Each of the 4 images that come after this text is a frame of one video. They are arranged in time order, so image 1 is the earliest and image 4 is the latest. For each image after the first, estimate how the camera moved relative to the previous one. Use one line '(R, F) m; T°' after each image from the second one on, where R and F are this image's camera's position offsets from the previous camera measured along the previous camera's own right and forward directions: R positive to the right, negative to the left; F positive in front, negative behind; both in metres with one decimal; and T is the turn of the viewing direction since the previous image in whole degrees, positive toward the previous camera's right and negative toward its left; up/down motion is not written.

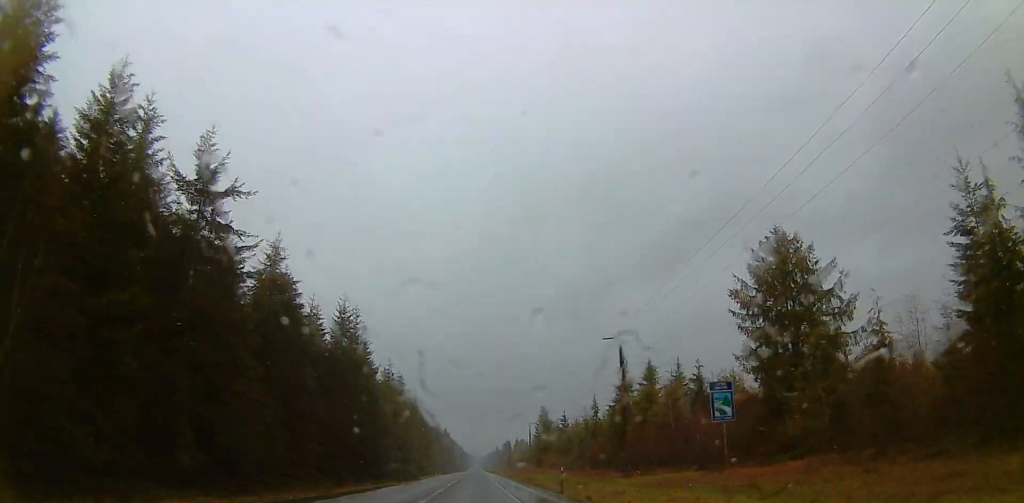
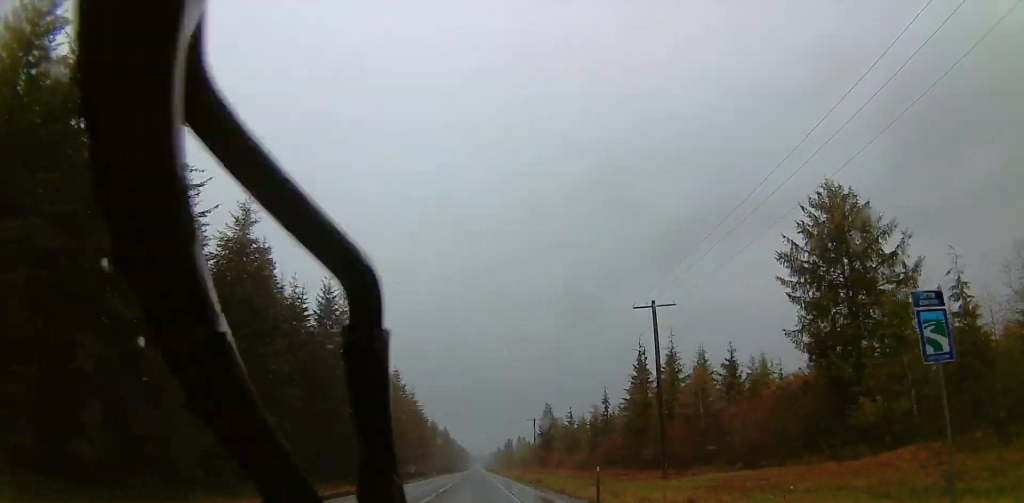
(0.0, +10.5) m; +1°
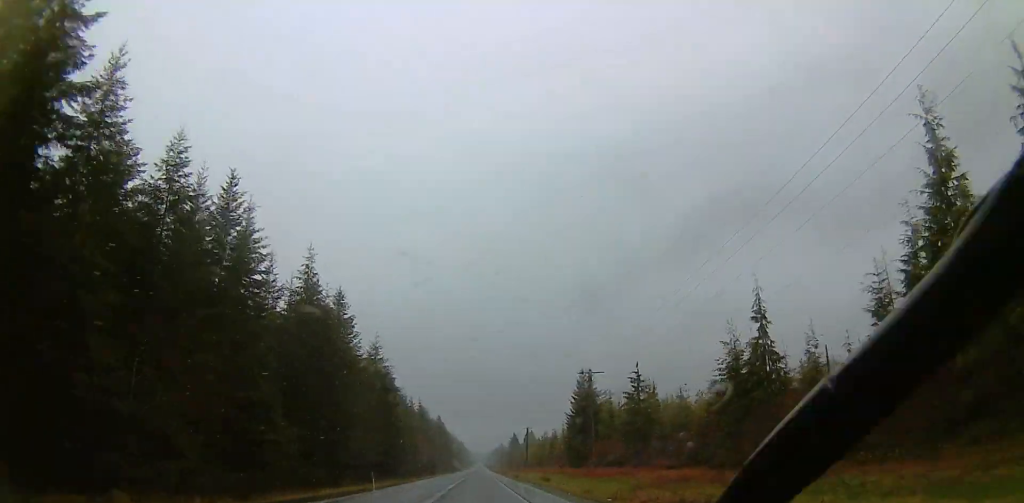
(+1.4, +78.7) m; -1°
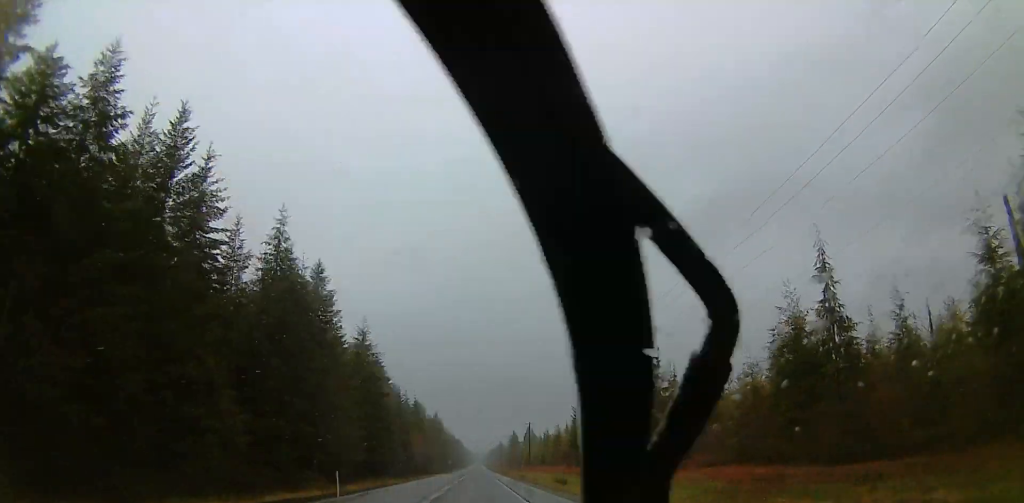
(-0.2, +12.7) m; -1°
